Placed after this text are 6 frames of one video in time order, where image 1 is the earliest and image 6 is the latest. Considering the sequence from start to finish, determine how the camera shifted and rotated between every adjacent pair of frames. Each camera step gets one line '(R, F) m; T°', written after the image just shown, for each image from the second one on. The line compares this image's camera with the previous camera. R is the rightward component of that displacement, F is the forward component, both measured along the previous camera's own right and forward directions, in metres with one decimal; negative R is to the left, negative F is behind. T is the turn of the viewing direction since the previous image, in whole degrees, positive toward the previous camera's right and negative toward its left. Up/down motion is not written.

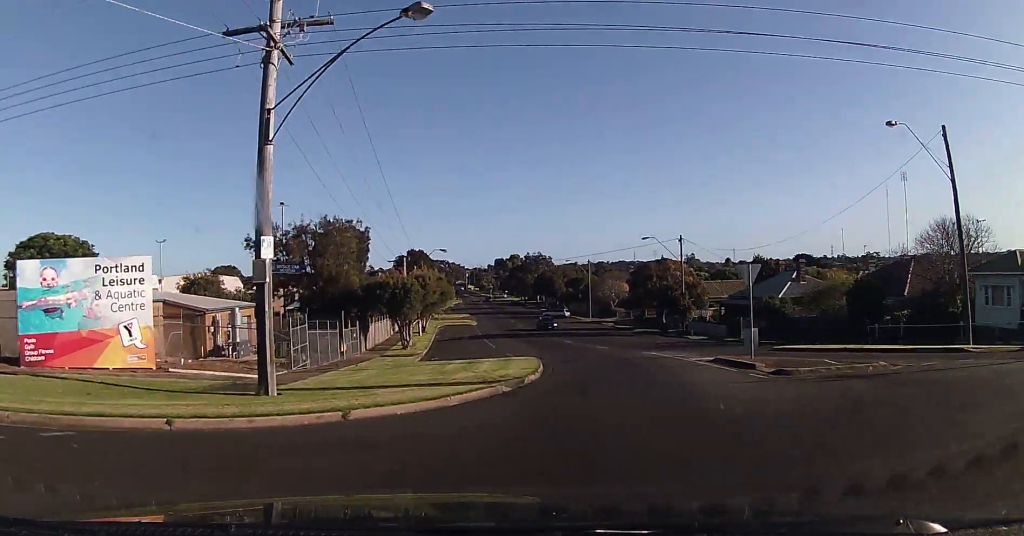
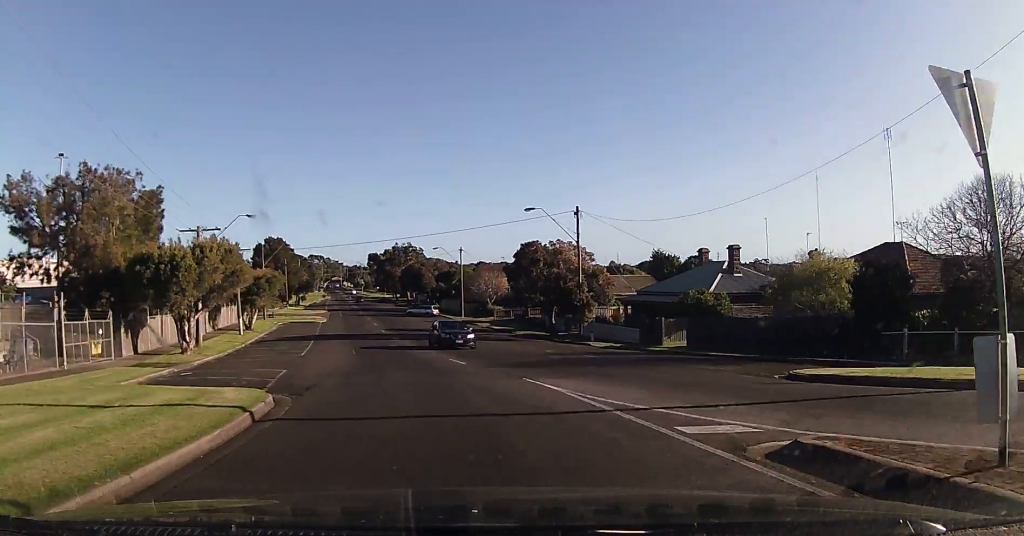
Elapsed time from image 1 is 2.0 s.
(+2.7, +15.2) m; +12°
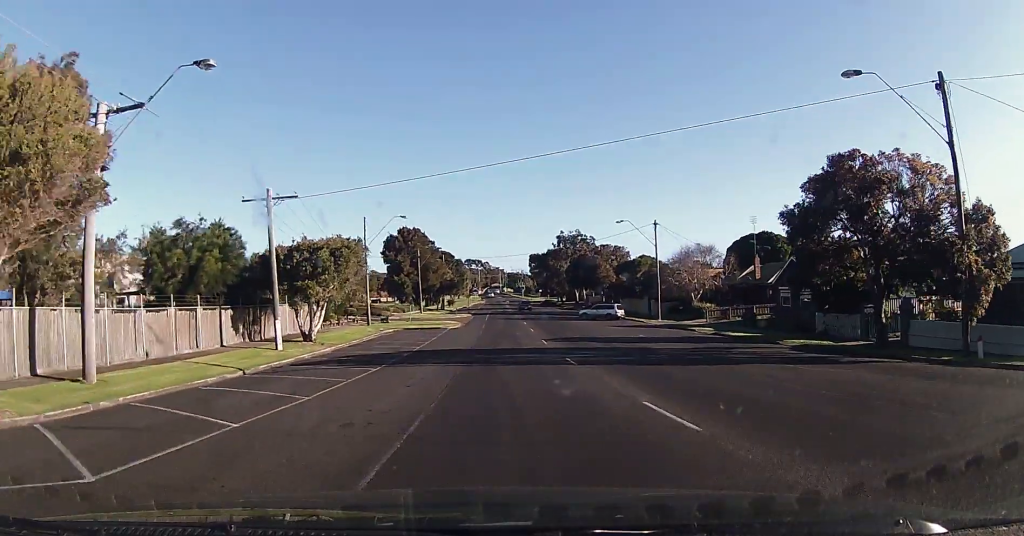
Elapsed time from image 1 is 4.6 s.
(-3.7, +25.5) m; -12°
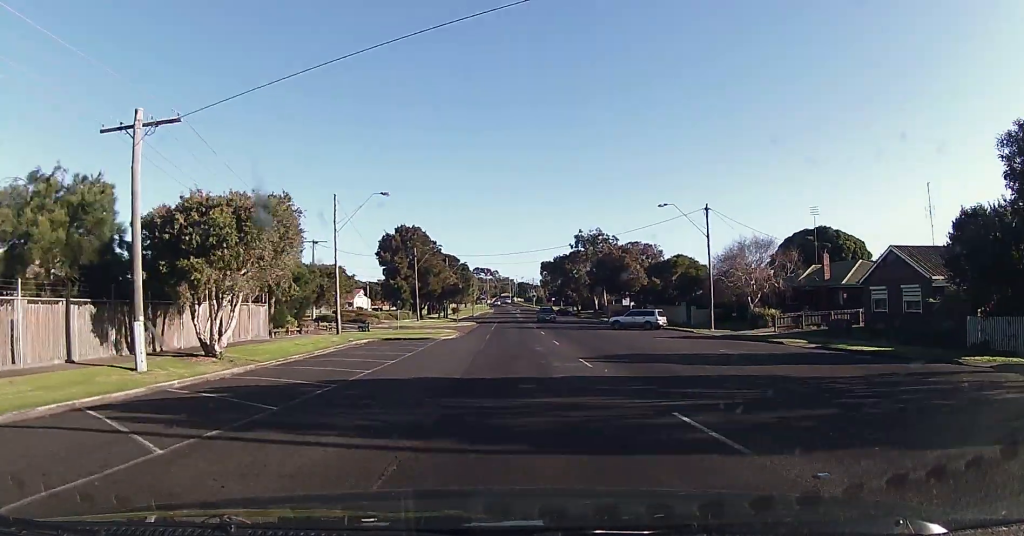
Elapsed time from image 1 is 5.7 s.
(-0.1, +12.3) m; -2°
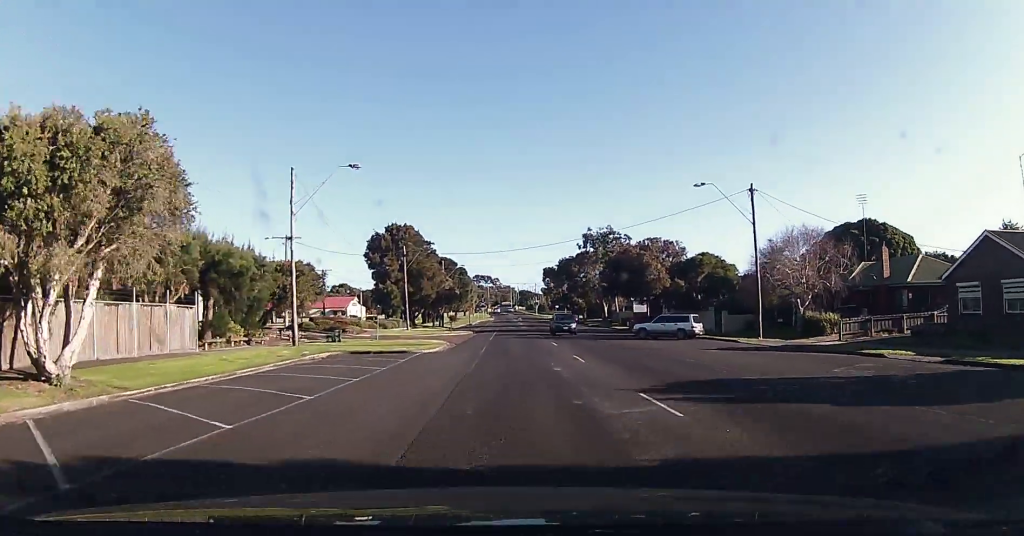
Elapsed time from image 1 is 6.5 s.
(-0.2, +8.6) m; -1°
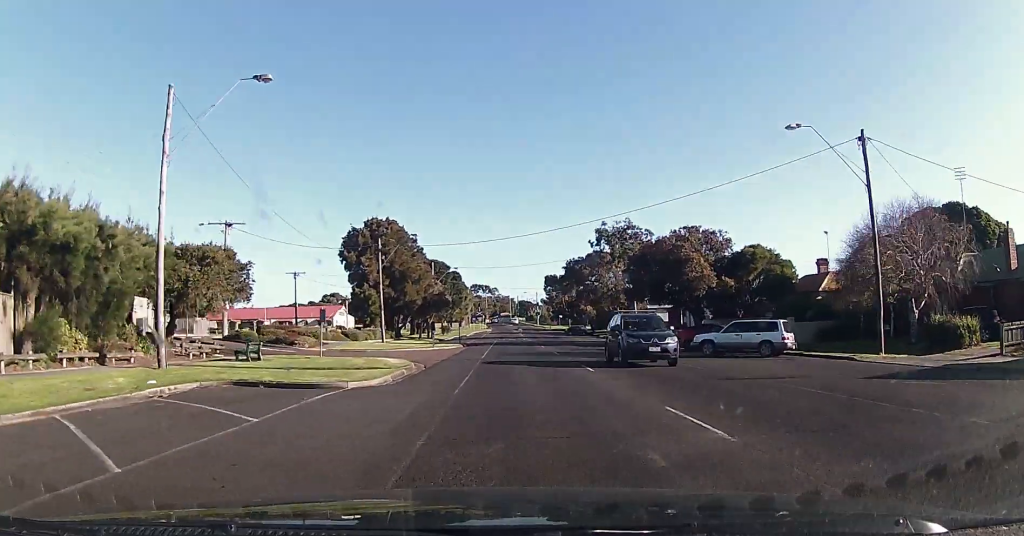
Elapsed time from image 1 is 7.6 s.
(+0.1, +12.9) m; -1°
